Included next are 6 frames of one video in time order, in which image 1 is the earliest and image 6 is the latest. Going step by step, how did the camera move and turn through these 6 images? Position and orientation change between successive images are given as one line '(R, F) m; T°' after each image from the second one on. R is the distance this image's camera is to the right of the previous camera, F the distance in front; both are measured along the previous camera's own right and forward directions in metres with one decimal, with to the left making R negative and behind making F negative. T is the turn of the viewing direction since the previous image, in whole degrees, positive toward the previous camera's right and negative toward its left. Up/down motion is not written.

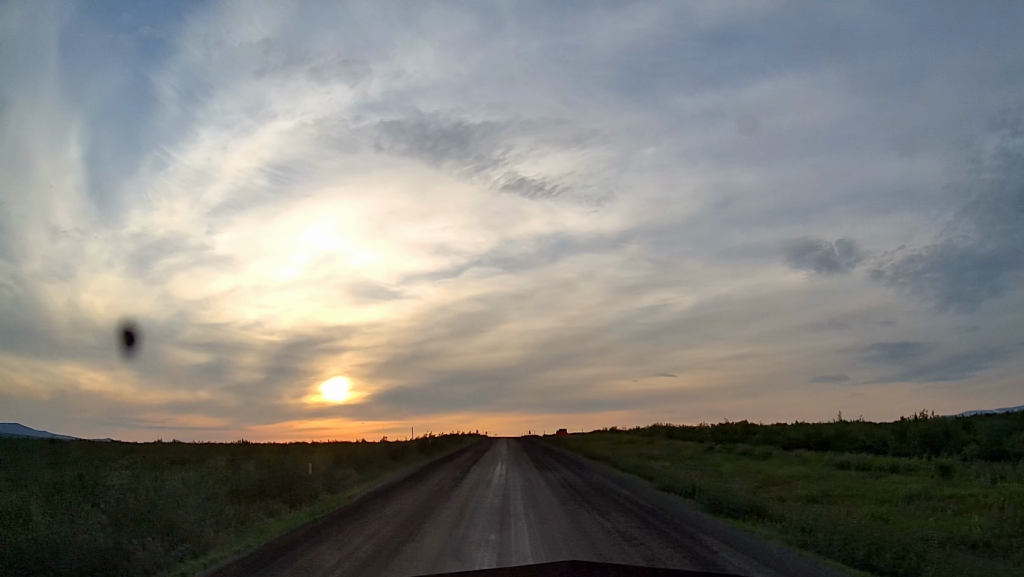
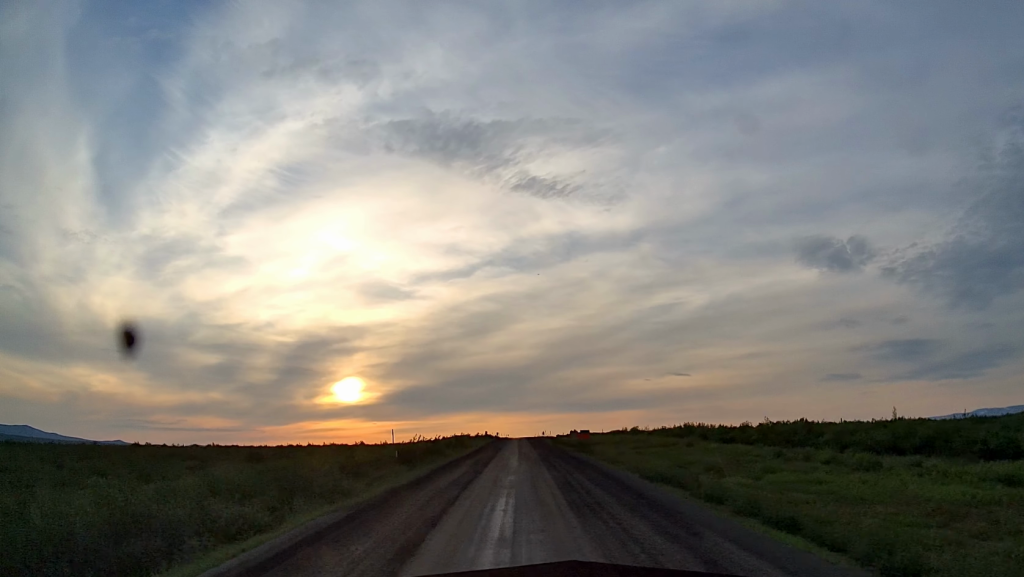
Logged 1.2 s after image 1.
(-0.9, +17.8) m; 0°
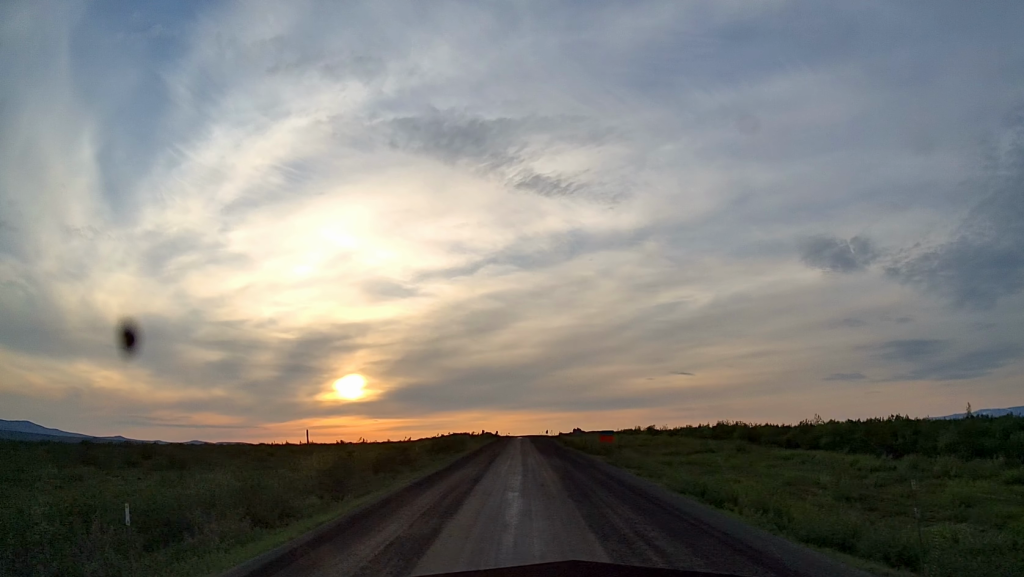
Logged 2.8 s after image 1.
(+0.6, +23.0) m; -2°
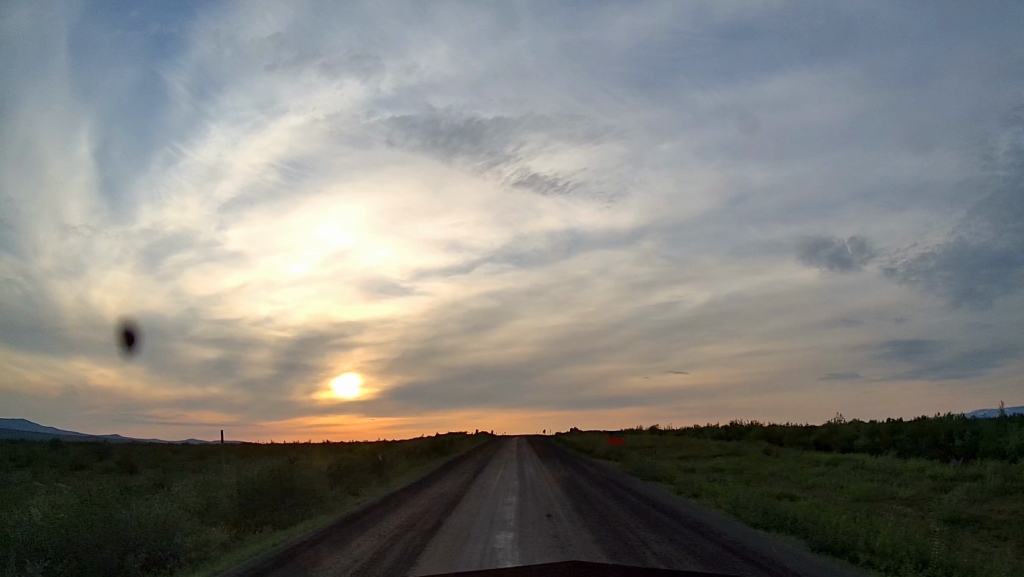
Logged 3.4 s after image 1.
(-0.4, +9.4) m; -1°
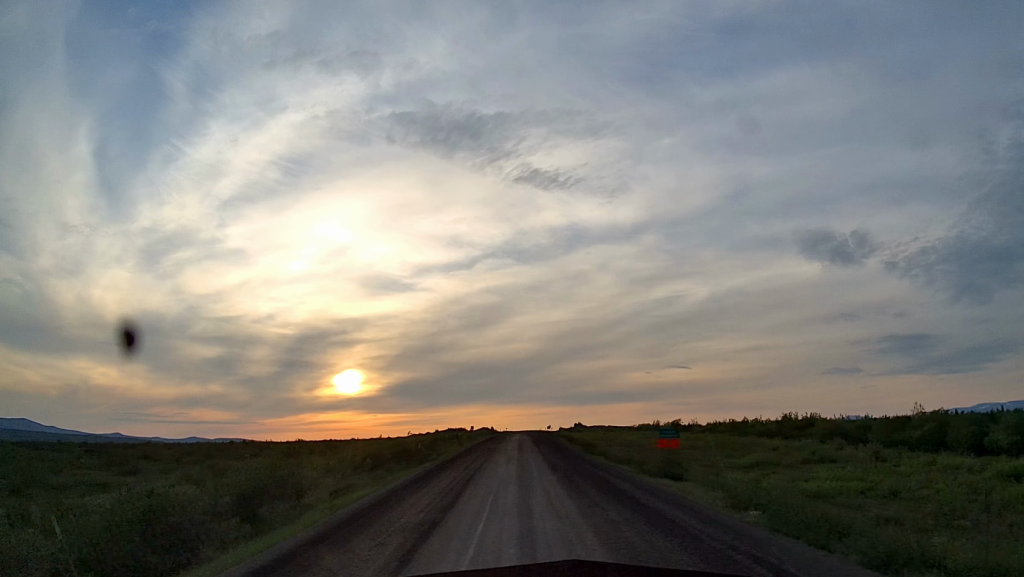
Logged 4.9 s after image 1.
(+0.5, +21.6) m; 0°
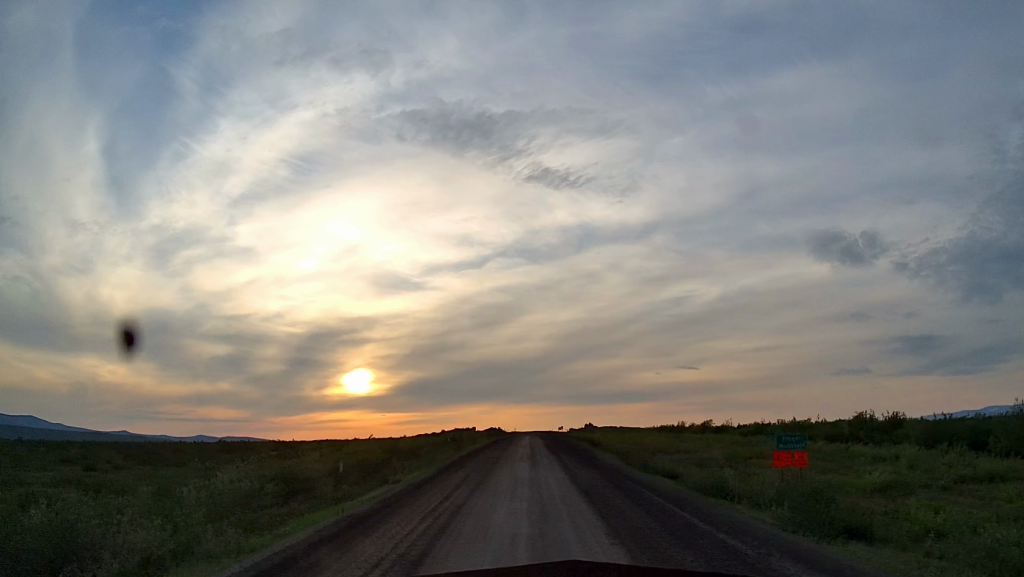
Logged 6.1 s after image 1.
(-0.3, +18.1) m; -1°
